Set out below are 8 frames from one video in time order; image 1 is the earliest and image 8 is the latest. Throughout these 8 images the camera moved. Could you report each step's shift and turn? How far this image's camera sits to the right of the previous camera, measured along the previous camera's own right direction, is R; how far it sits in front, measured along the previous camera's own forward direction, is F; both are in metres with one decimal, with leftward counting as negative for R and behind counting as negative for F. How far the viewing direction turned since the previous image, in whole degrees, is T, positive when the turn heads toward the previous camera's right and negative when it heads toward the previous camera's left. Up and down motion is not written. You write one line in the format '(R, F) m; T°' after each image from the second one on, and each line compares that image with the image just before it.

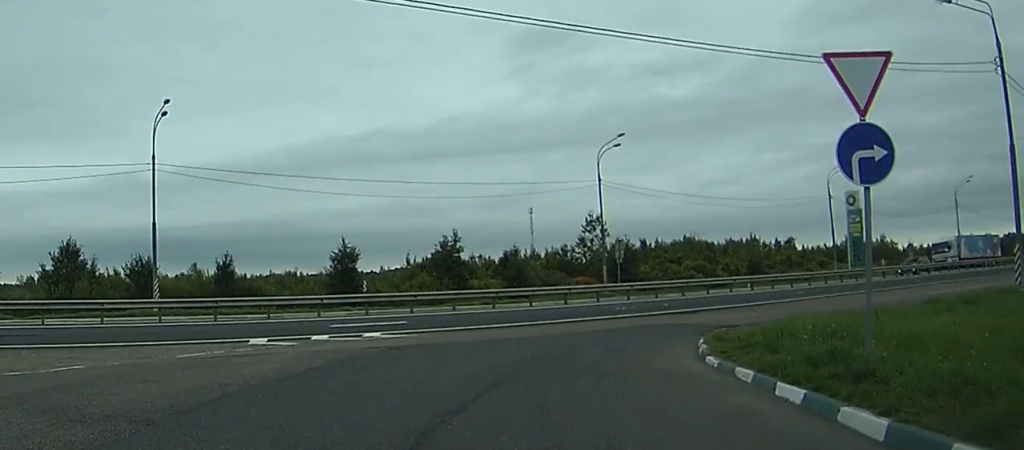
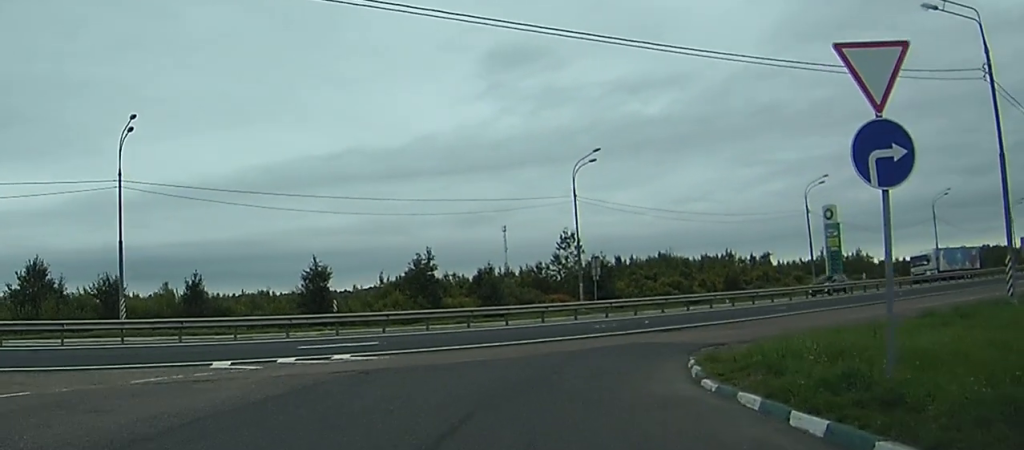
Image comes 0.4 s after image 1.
(-0.1, +2.0) m; 0°
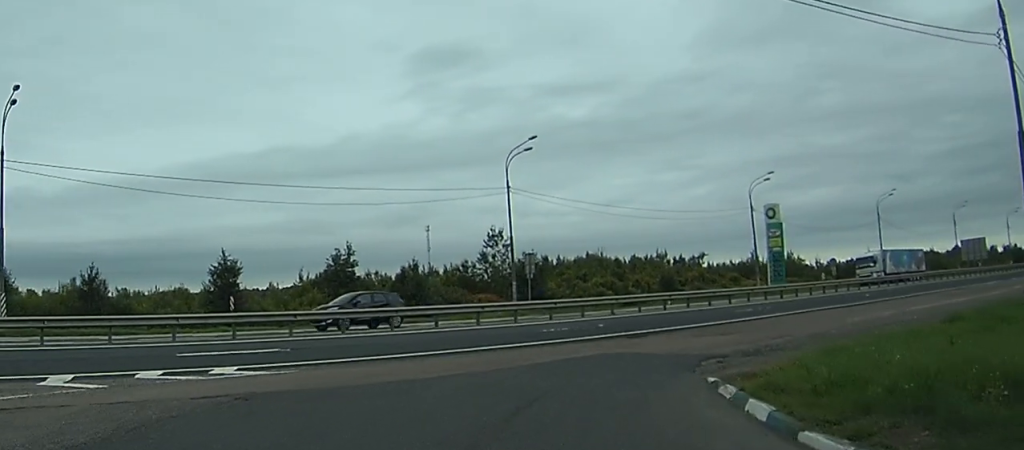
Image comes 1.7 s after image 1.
(0.0, +6.0) m; +15°
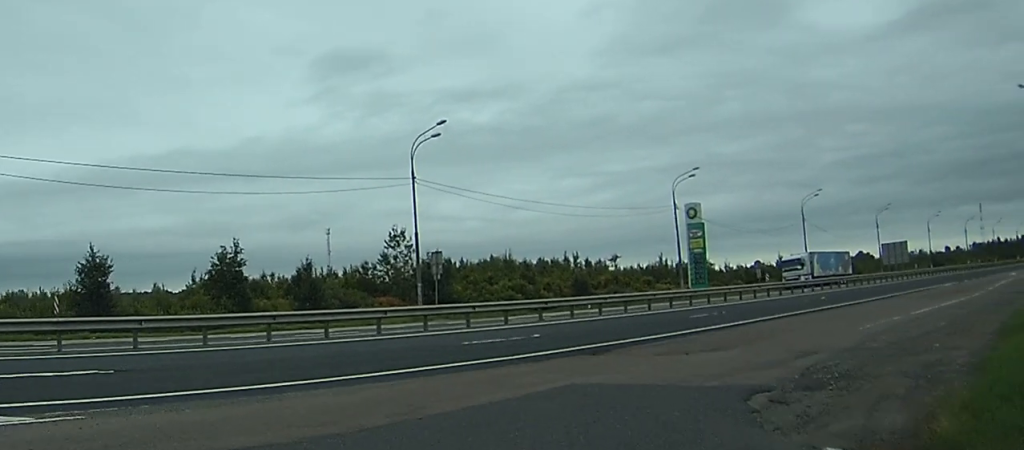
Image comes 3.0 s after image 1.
(+1.3, +5.7) m; +4°
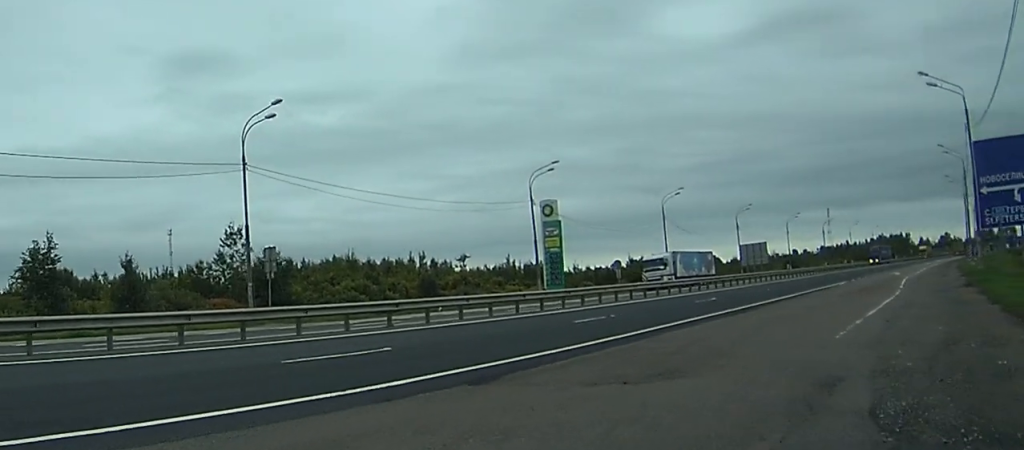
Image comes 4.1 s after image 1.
(-0.9, +5.2) m; +8°
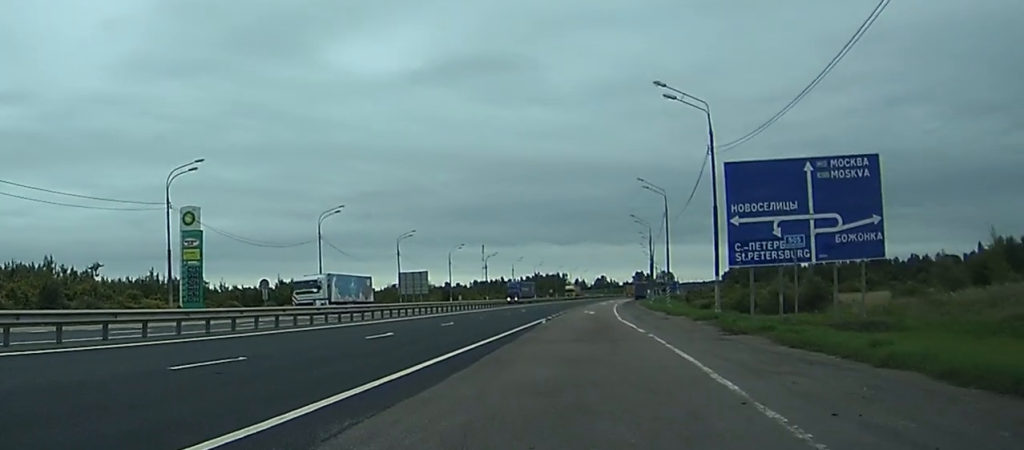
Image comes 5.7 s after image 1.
(+2.5, +8.8) m; +13°
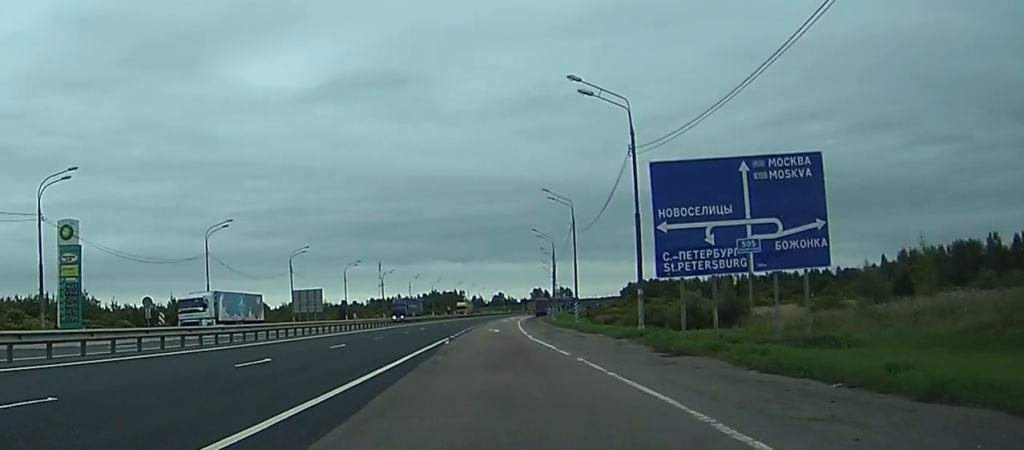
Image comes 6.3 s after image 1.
(-0.1, +3.7) m; +2°
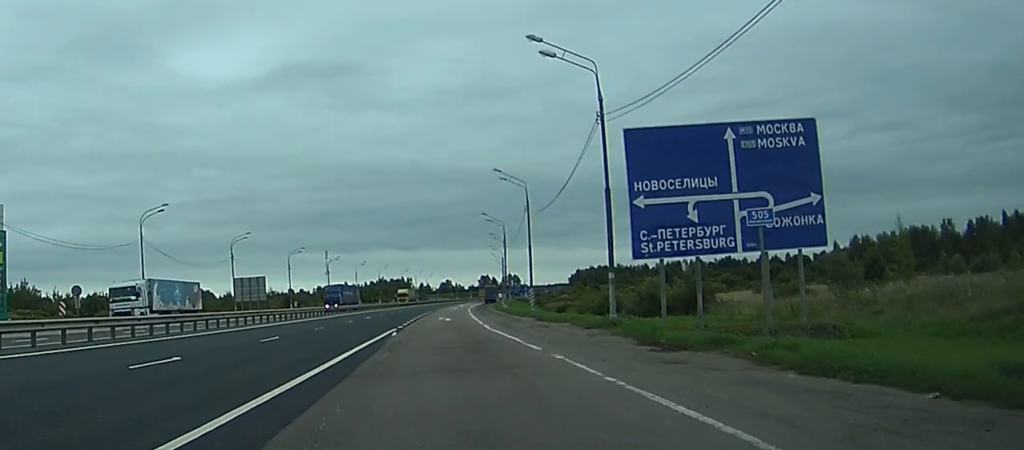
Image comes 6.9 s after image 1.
(-0.2, +3.4) m; +3°
